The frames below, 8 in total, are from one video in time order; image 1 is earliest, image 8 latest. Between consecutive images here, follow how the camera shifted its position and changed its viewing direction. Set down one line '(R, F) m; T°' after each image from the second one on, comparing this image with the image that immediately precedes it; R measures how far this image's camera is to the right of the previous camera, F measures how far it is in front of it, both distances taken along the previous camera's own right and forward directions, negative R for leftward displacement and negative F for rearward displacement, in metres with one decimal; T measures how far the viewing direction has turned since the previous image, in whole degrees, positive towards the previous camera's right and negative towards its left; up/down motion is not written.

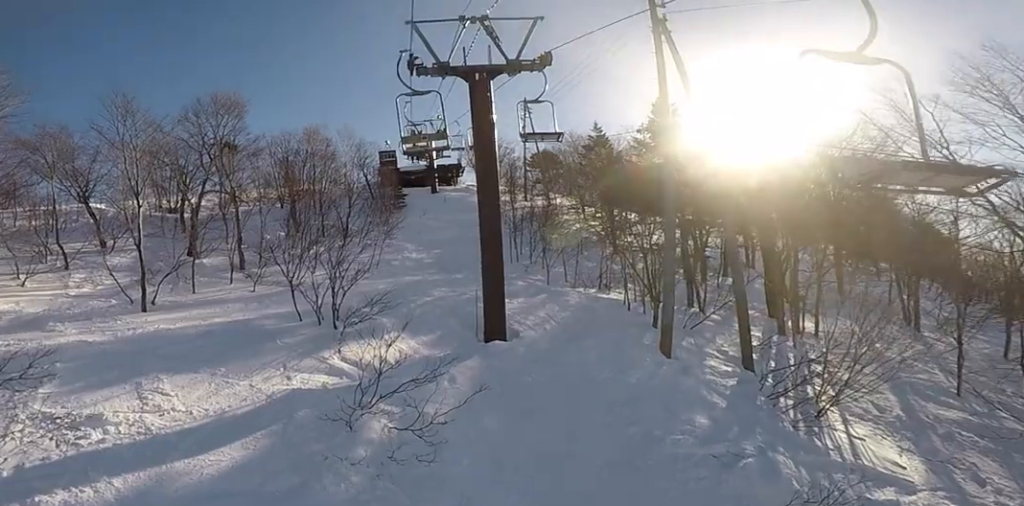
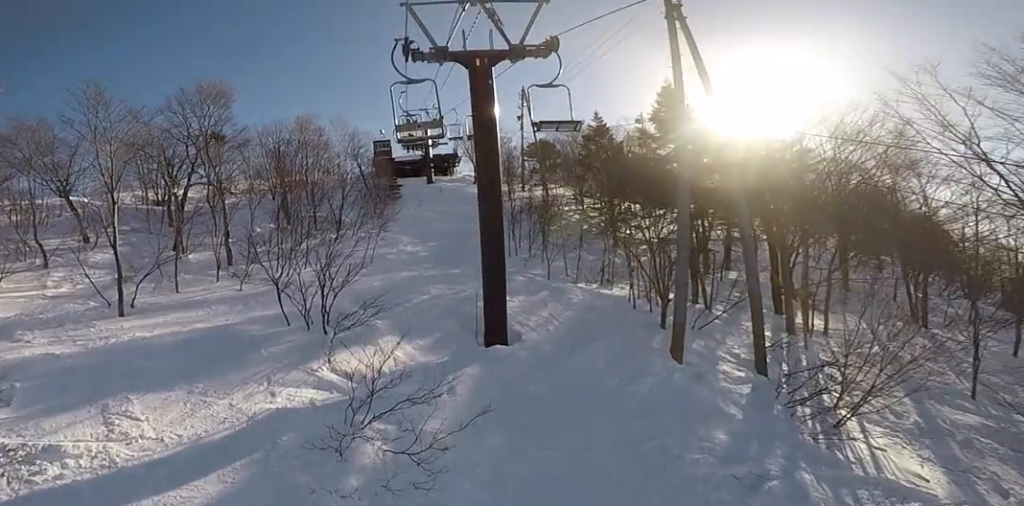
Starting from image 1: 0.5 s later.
(0.0, +0.8) m; 0°
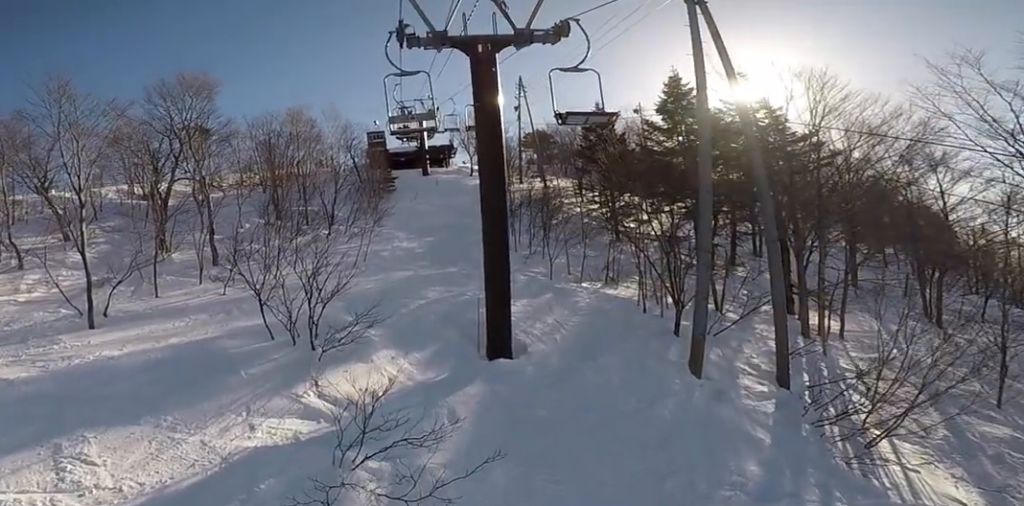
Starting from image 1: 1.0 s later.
(0.0, +1.1) m; 0°
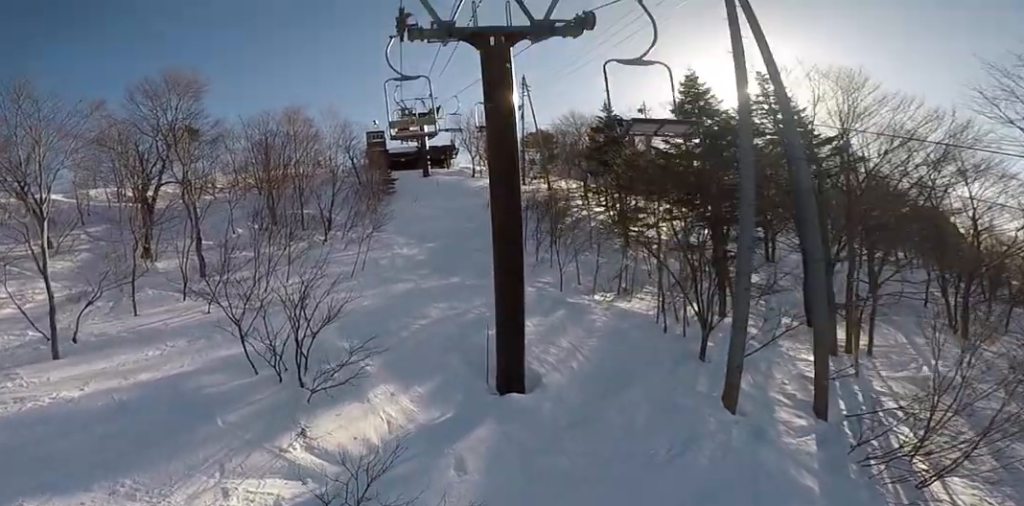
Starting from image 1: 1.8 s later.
(0.0, +1.3) m; 0°
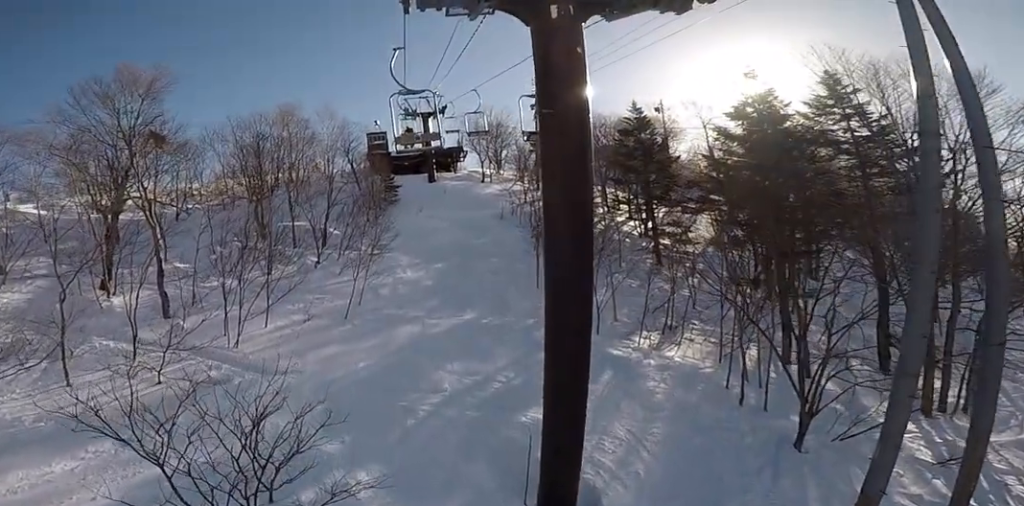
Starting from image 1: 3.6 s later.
(0.0, +3.5) m; 0°
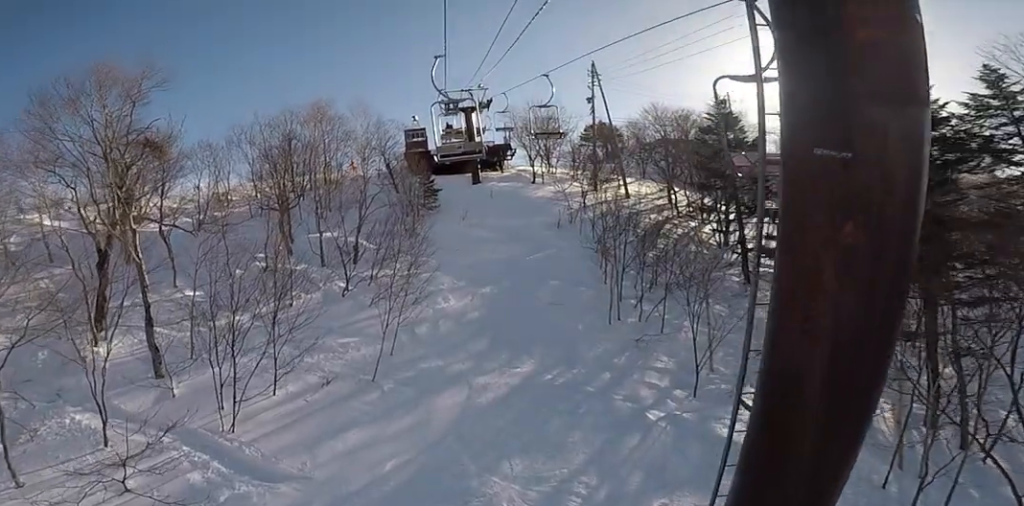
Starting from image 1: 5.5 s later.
(0.0, +3.3) m; 0°
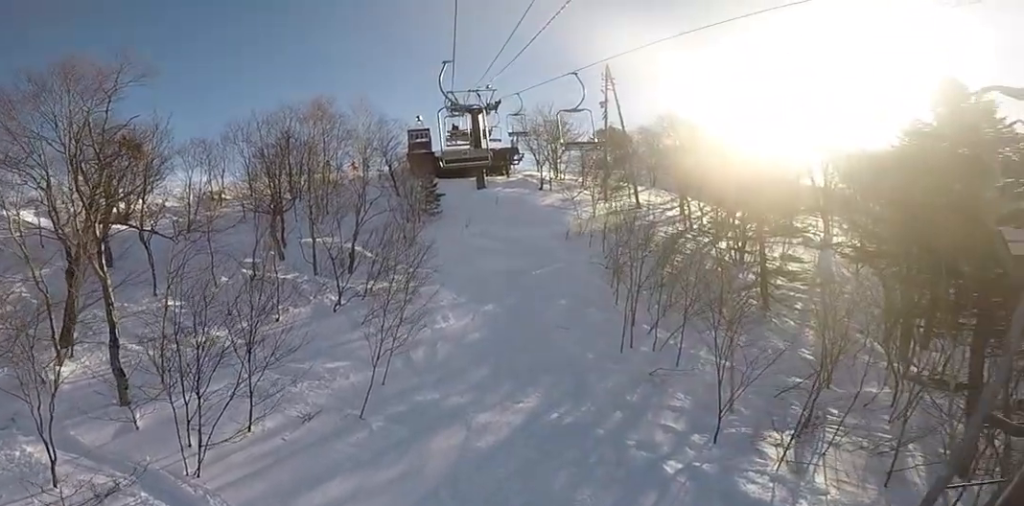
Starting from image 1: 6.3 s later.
(0.0, +1.4) m; 0°
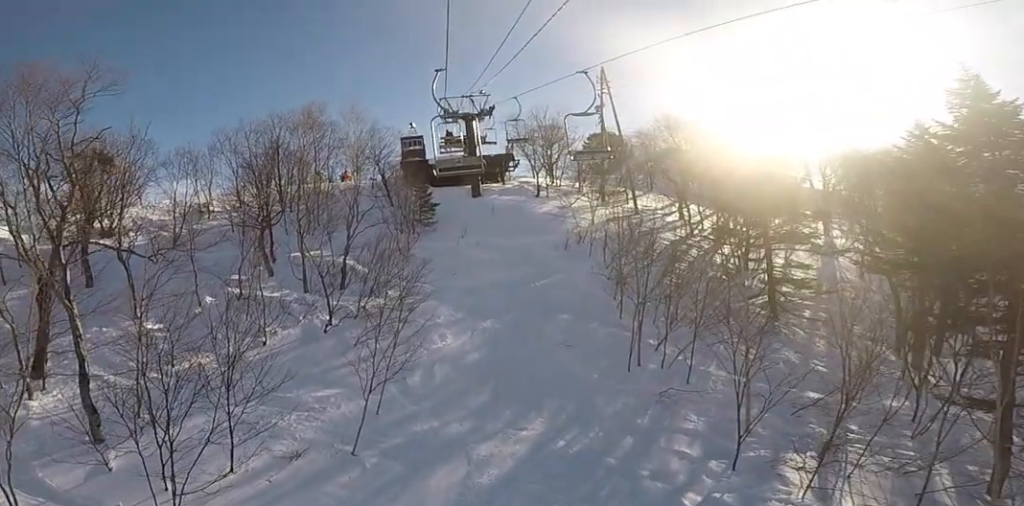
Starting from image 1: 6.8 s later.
(0.0, +1.0) m; 0°
